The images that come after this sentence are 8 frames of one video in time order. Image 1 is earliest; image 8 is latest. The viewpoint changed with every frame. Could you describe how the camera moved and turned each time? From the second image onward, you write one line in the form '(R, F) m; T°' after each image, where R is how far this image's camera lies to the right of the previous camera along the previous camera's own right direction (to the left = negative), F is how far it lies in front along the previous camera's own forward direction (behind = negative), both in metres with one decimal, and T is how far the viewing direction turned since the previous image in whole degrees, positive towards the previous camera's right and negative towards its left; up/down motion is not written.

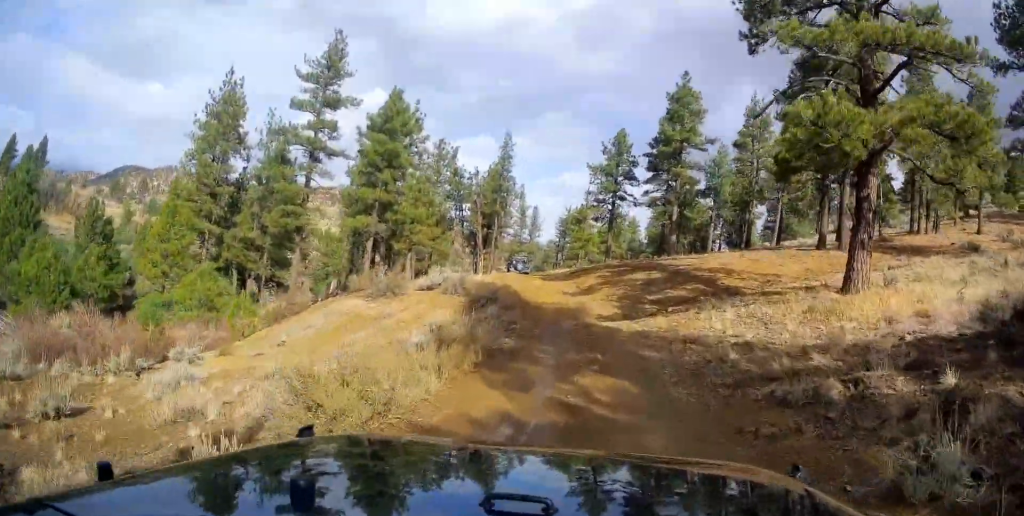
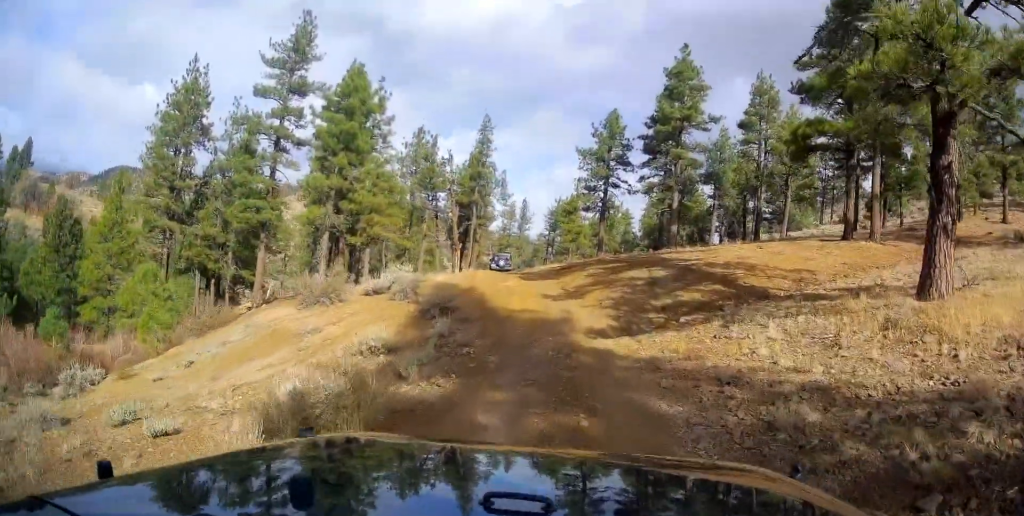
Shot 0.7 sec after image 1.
(+0.1, +4.6) m; +1°
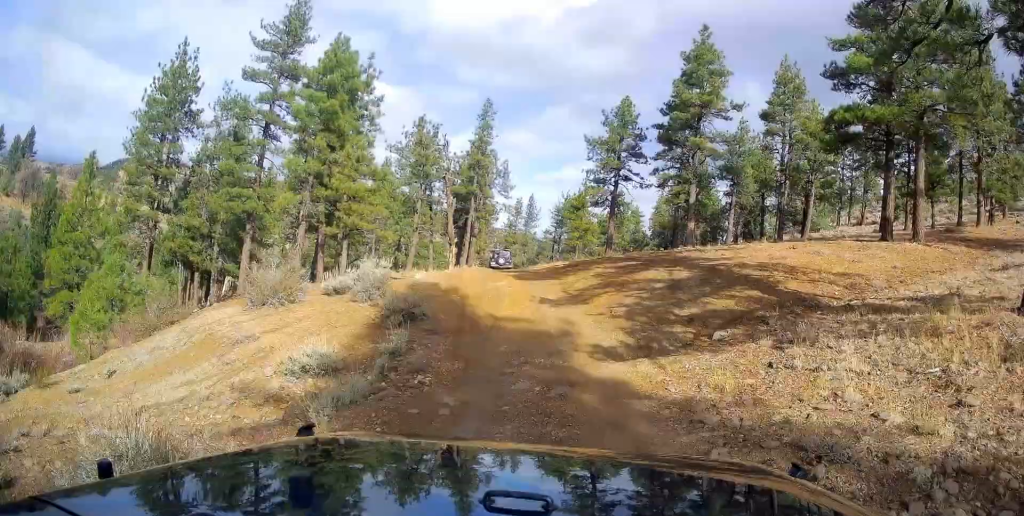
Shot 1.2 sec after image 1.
(+0.2, +3.6) m; 0°
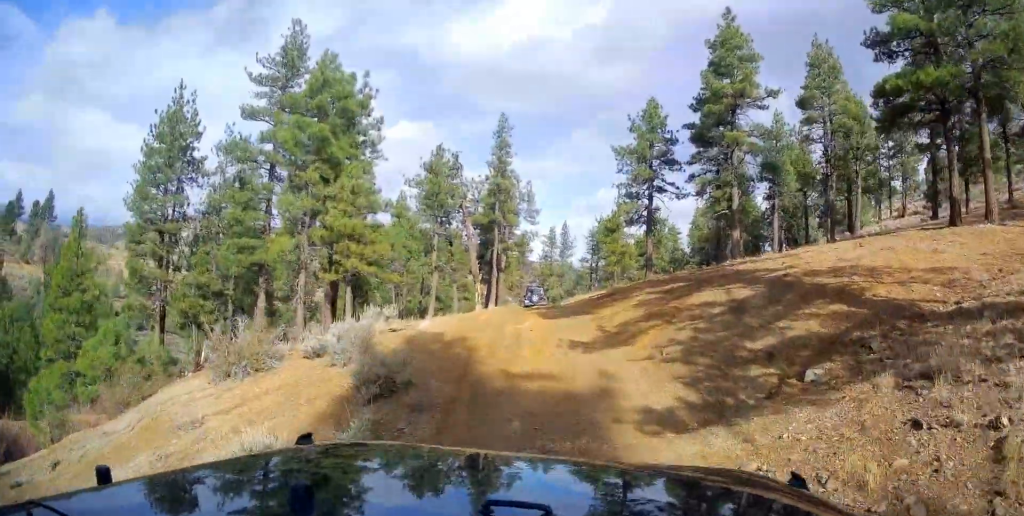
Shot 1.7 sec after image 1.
(-0.1, +3.3) m; -2°
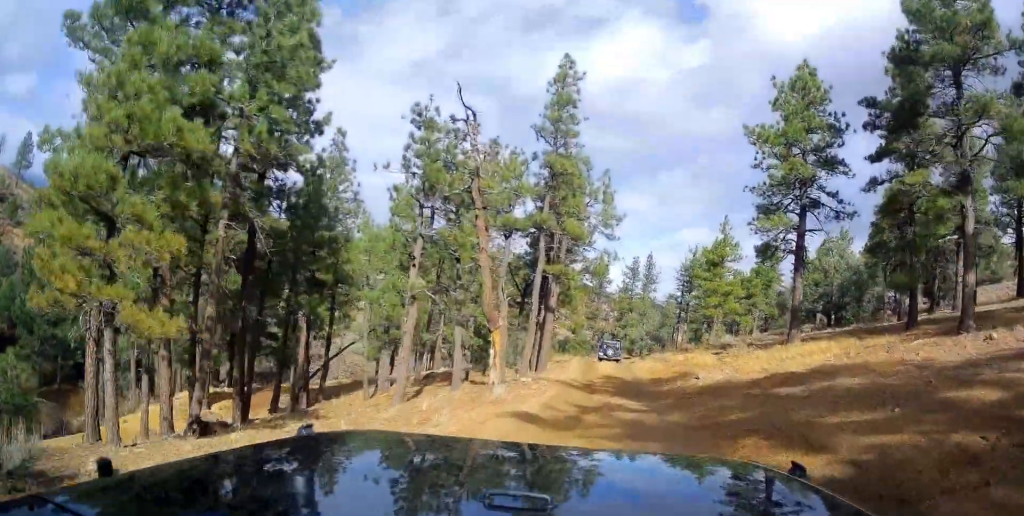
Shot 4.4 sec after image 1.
(-0.7, +15.9) m; -7°
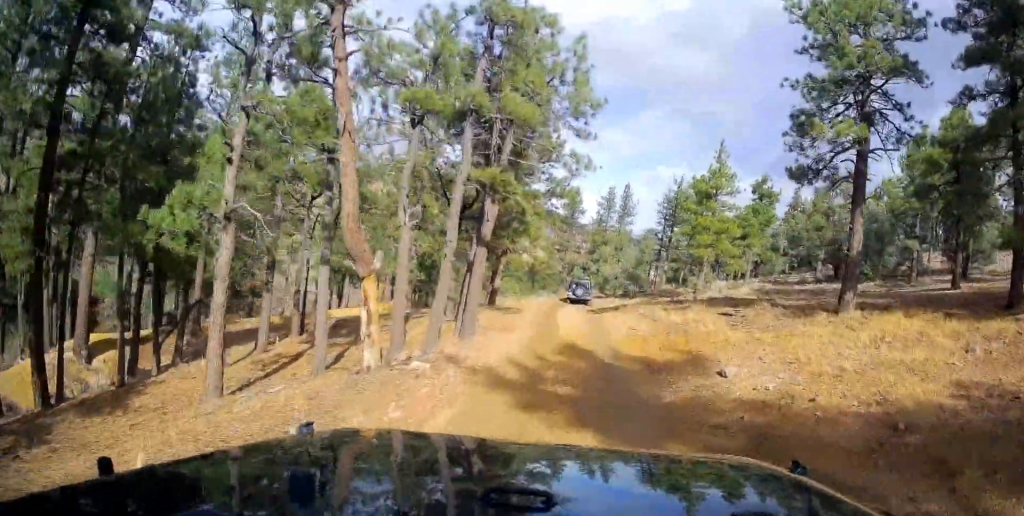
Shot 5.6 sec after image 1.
(-0.2, +6.9) m; +2°
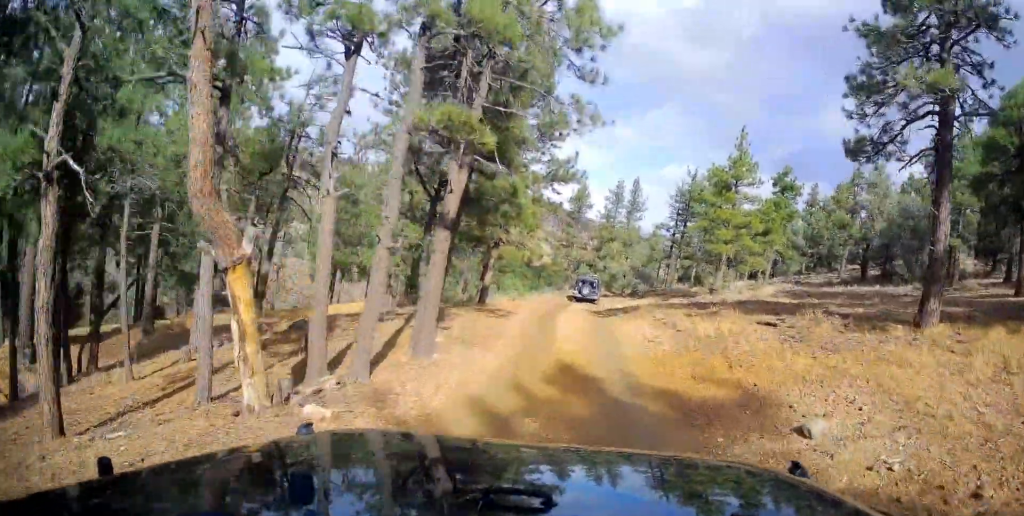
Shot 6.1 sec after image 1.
(+0.2, +3.2) m; +2°
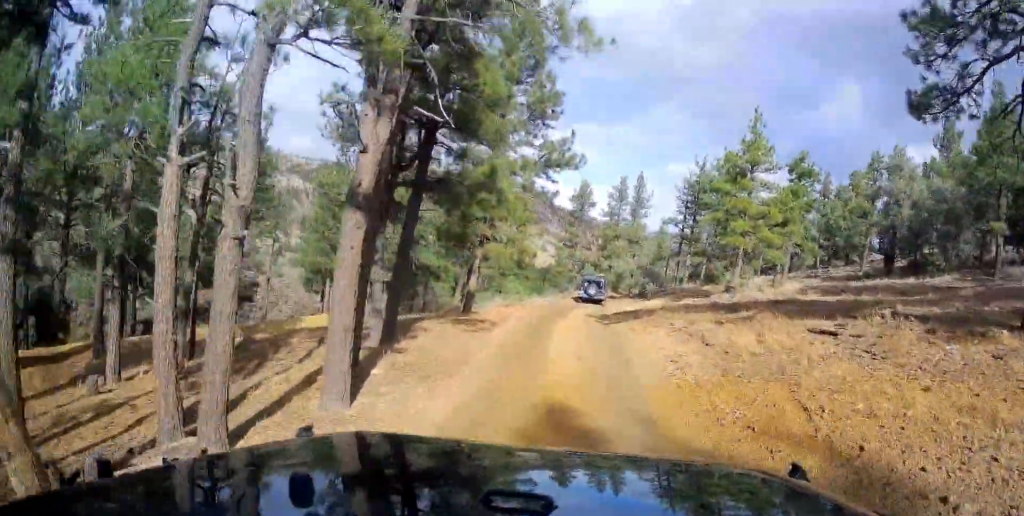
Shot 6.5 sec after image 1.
(0.0, +2.7) m; 0°
